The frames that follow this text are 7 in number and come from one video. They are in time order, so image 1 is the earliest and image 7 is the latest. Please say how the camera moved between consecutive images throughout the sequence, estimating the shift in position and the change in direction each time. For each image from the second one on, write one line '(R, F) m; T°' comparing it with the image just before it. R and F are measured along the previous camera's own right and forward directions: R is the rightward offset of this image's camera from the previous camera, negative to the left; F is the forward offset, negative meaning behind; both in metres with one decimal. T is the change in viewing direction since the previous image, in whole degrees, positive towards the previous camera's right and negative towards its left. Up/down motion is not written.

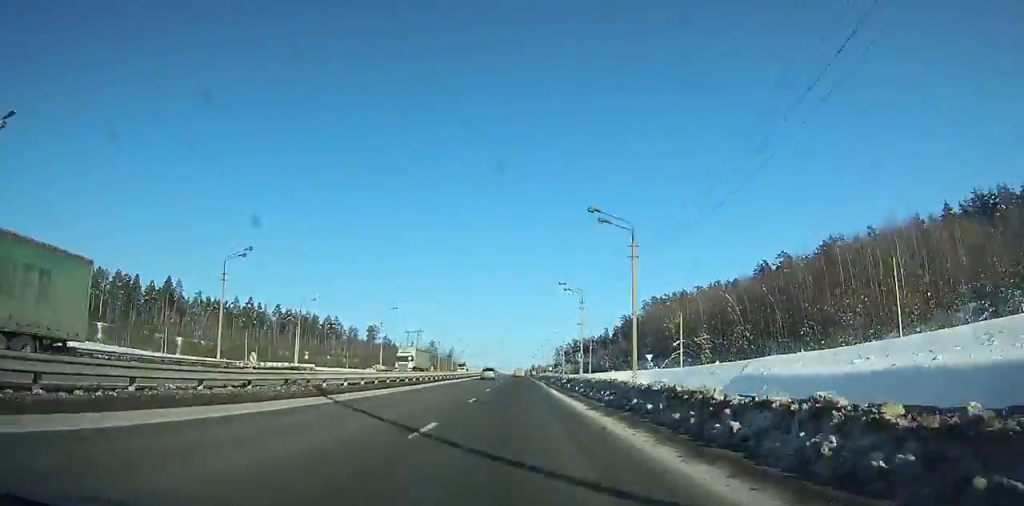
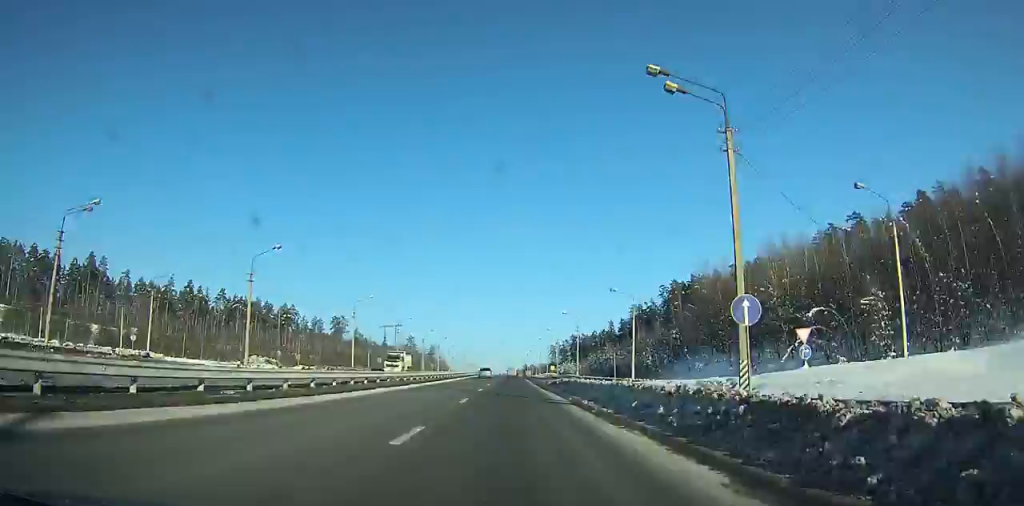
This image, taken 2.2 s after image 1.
(+0.1, +51.5) m; 0°
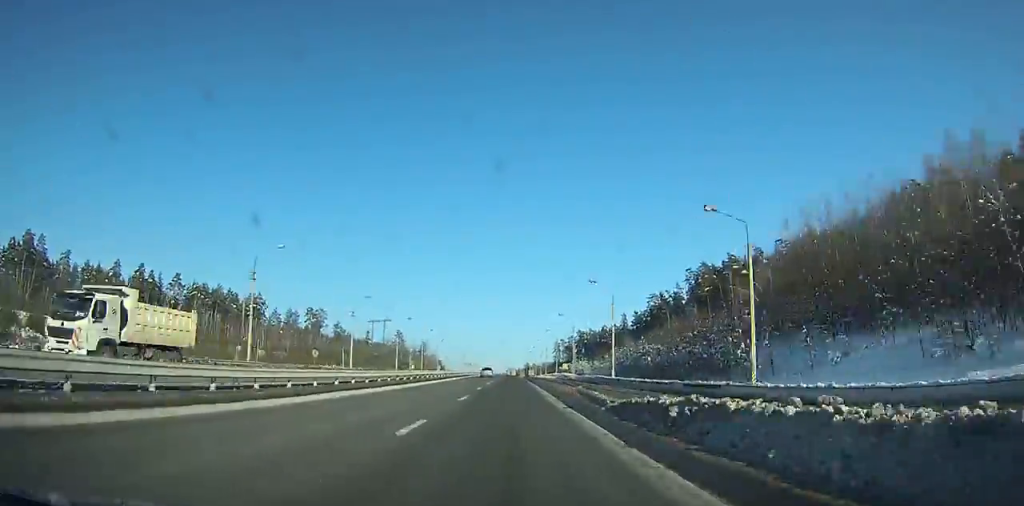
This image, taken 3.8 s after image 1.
(0.0, +37.1) m; 0°
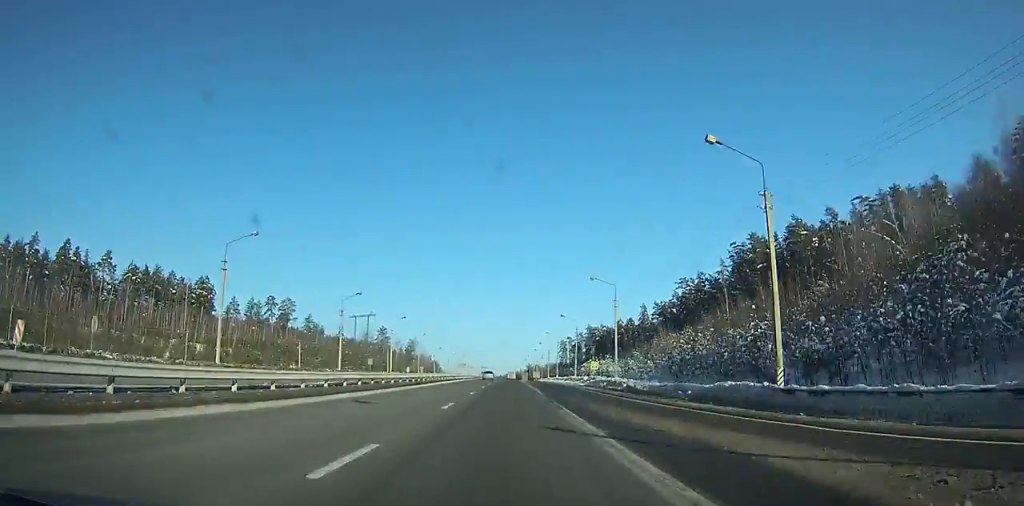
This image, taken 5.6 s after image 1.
(0.0, +41.7) m; 0°
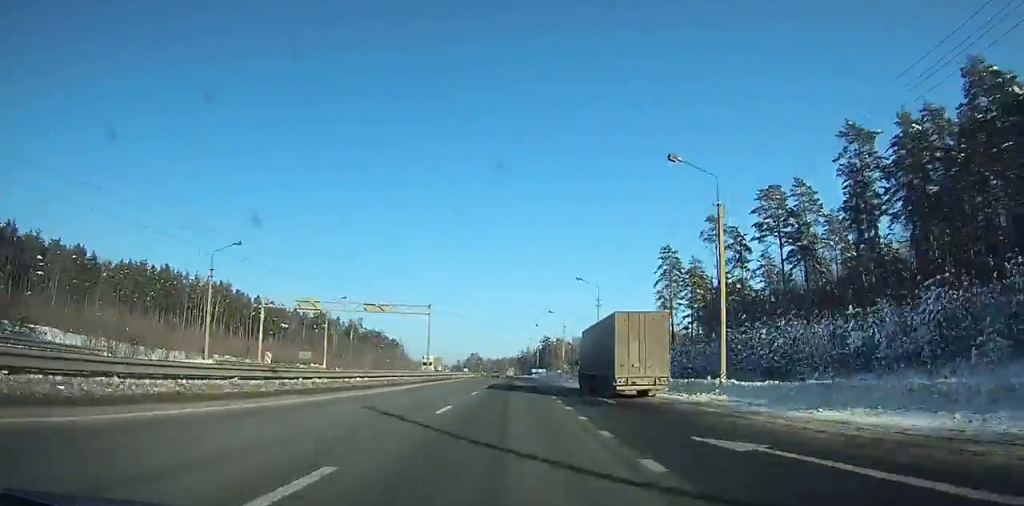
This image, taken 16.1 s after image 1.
(-0.9, +244.1) m; 0°
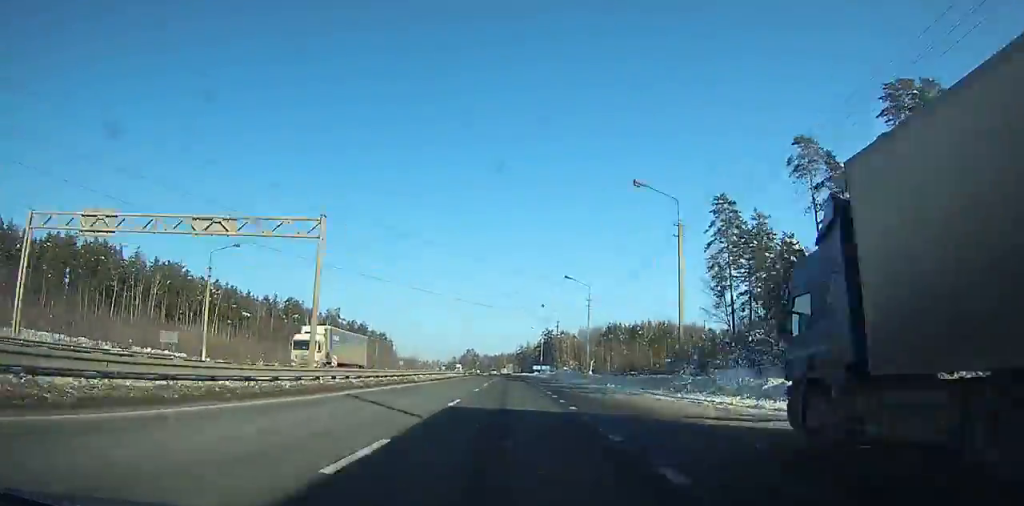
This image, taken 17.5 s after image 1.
(0.0, +32.7) m; 0°
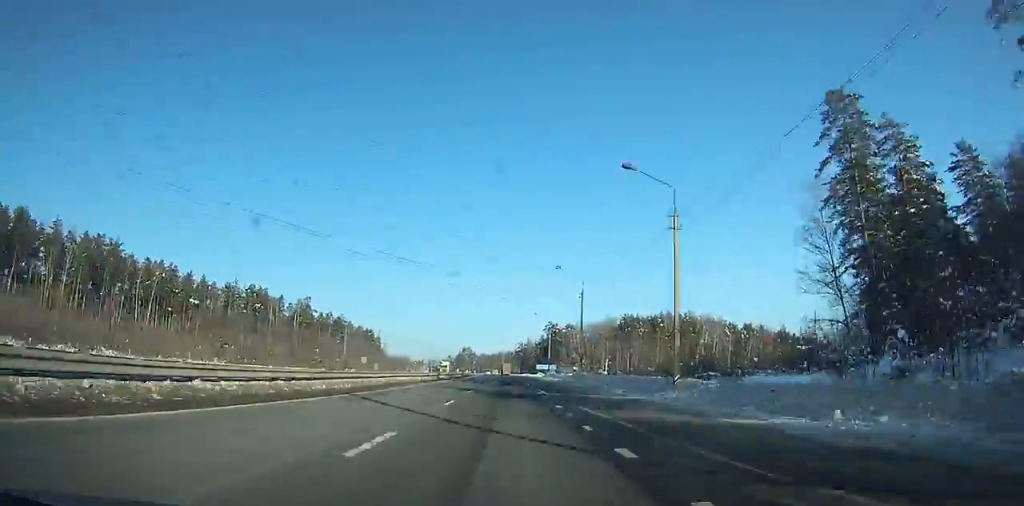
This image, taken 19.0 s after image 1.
(-0.1, +35.1) m; 0°
